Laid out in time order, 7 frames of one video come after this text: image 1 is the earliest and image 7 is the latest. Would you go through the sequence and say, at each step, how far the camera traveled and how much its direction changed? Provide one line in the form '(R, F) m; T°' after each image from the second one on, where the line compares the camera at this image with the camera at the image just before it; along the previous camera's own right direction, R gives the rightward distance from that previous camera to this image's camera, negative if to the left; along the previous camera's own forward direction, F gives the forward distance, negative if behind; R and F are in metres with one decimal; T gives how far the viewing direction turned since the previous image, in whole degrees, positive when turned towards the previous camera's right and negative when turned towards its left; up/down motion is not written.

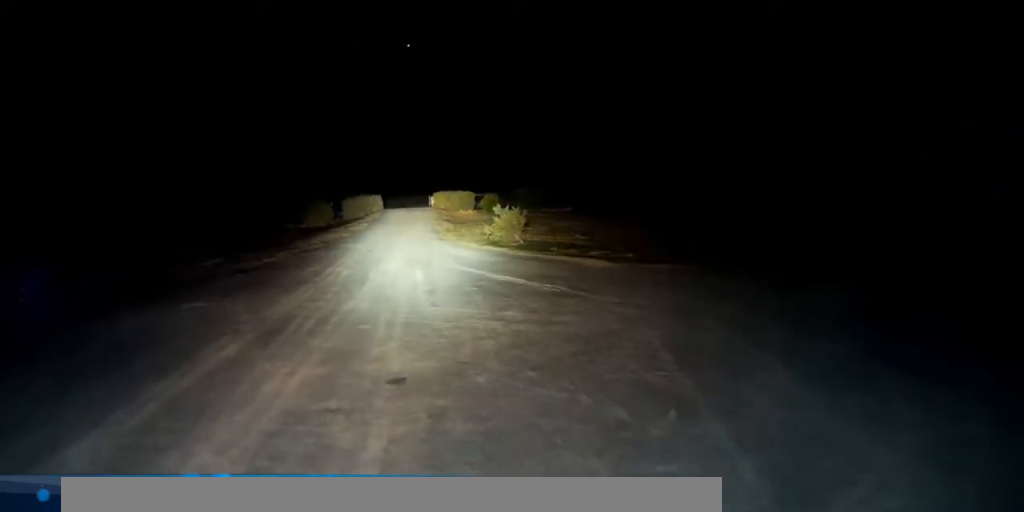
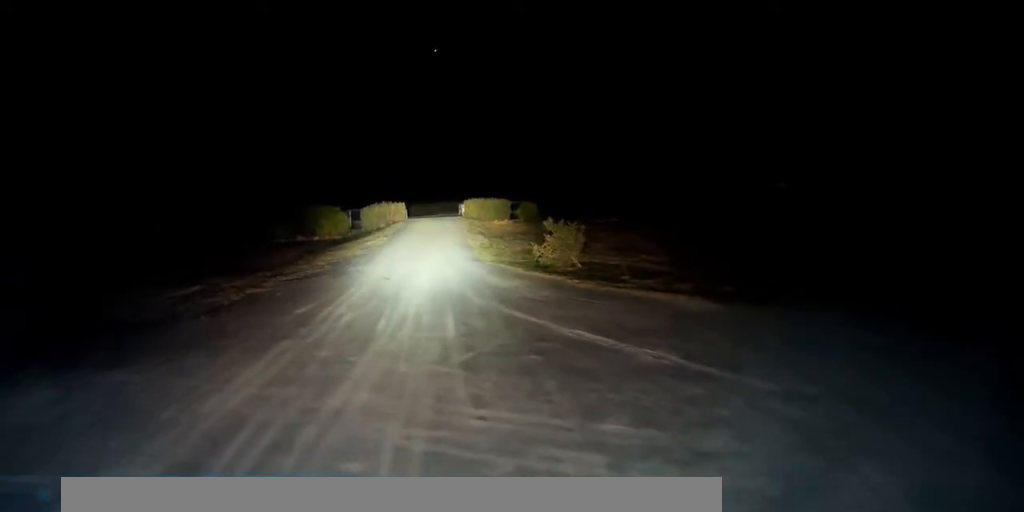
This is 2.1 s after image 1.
(0.0, +7.5) m; 0°
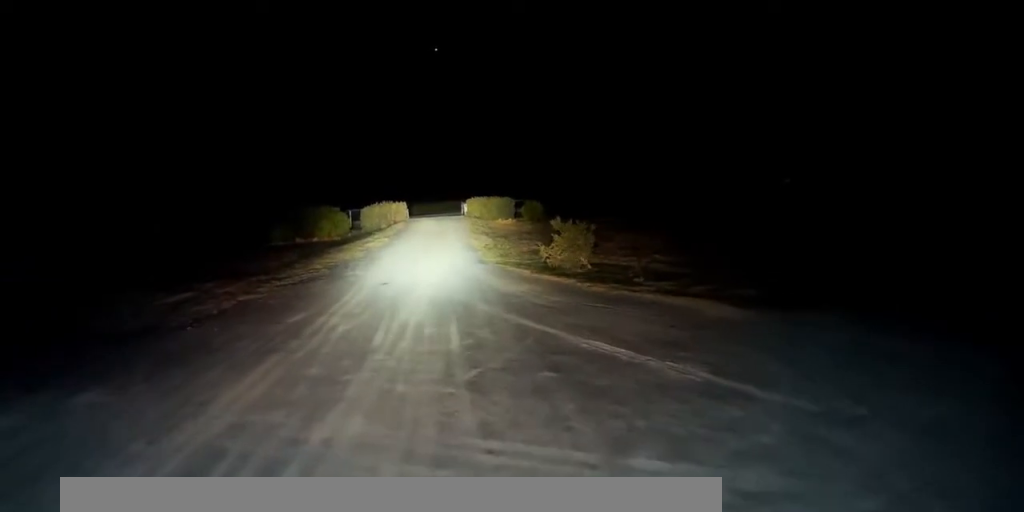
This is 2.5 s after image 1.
(0.0, +1.4) m; 0°
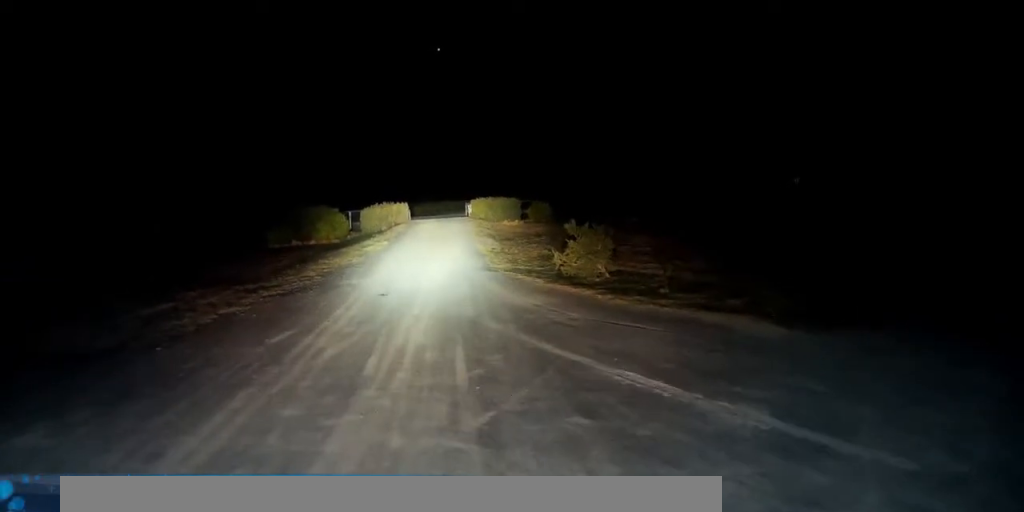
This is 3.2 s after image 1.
(0.0, +2.5) m; 0°
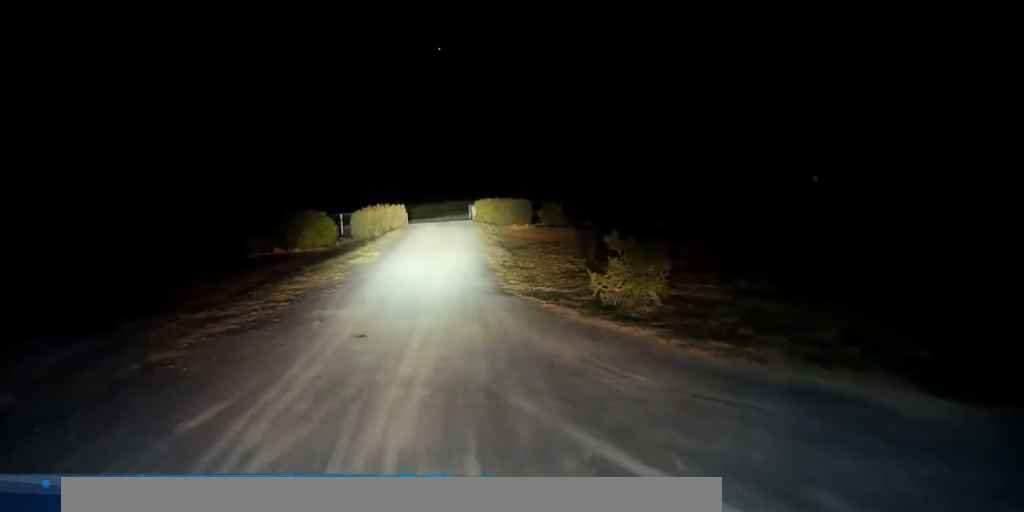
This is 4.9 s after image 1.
(0.0, +6.0) m; -1°
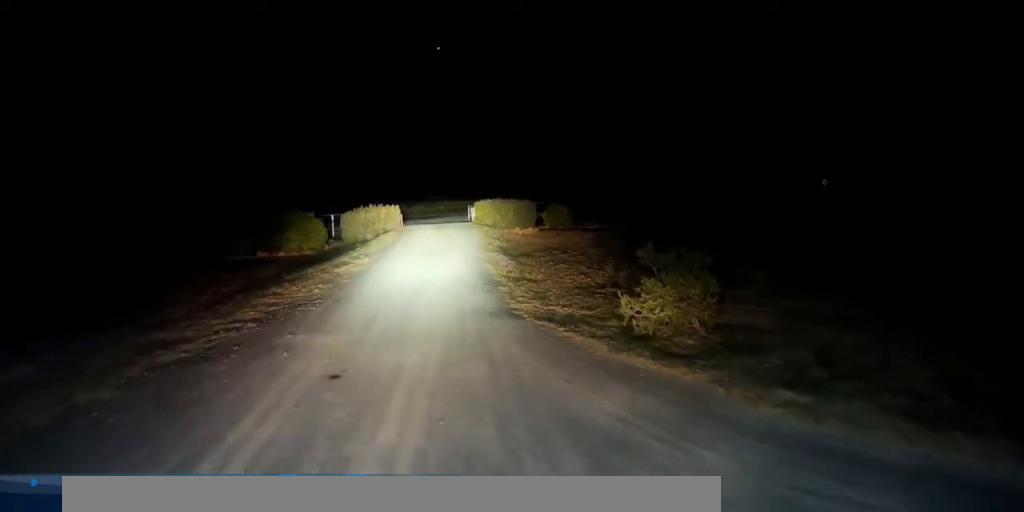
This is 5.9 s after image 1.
(0.0, +3.2) m; -2°
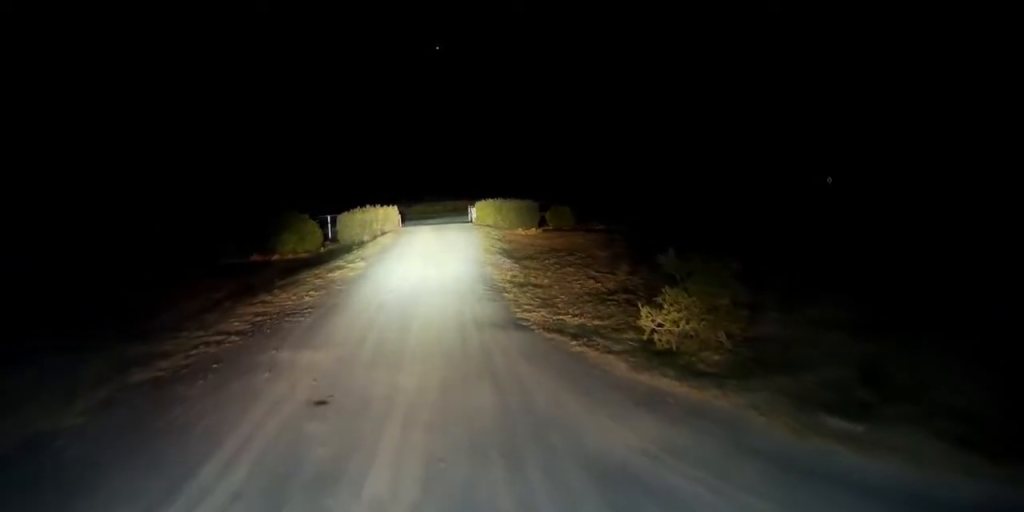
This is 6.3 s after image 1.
(0.0, +1.3) m; -1°
